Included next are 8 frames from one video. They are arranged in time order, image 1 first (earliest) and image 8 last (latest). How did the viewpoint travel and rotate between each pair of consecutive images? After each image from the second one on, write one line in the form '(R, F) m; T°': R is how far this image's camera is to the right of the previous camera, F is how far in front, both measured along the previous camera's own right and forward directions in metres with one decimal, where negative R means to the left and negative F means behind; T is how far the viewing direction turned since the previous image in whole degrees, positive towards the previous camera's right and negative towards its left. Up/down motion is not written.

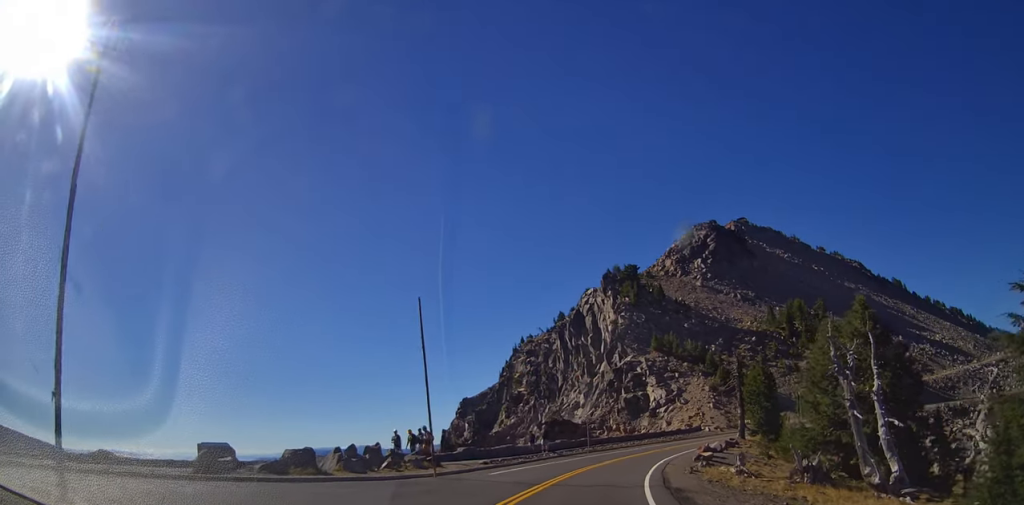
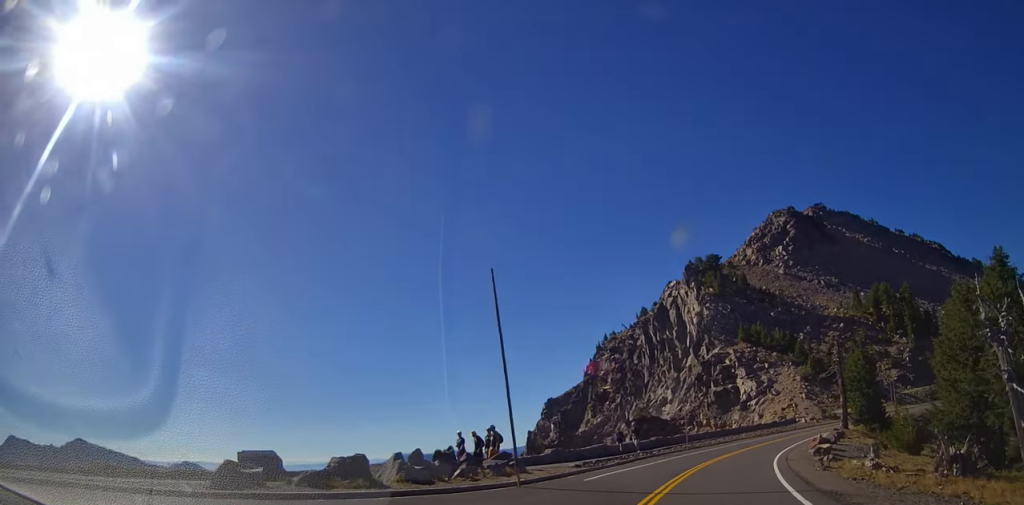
(+0.3, +4.2) m; -11°
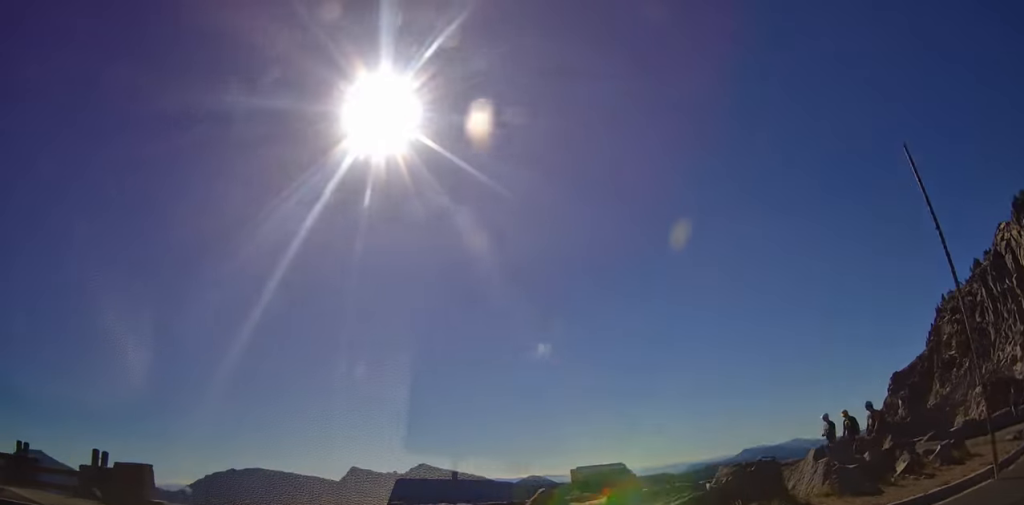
(-2.3, +5.2) m; -44°
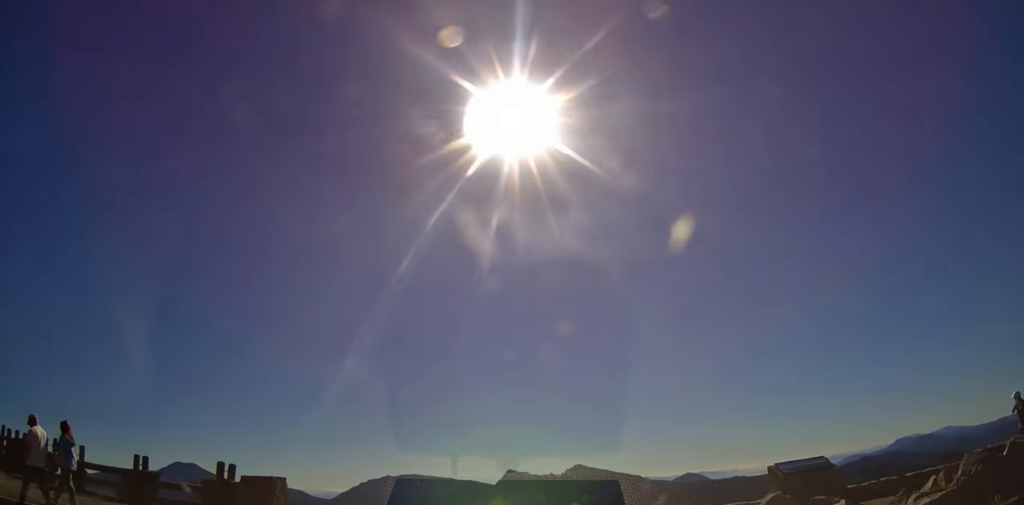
(0.0, +2.0) m; -13°
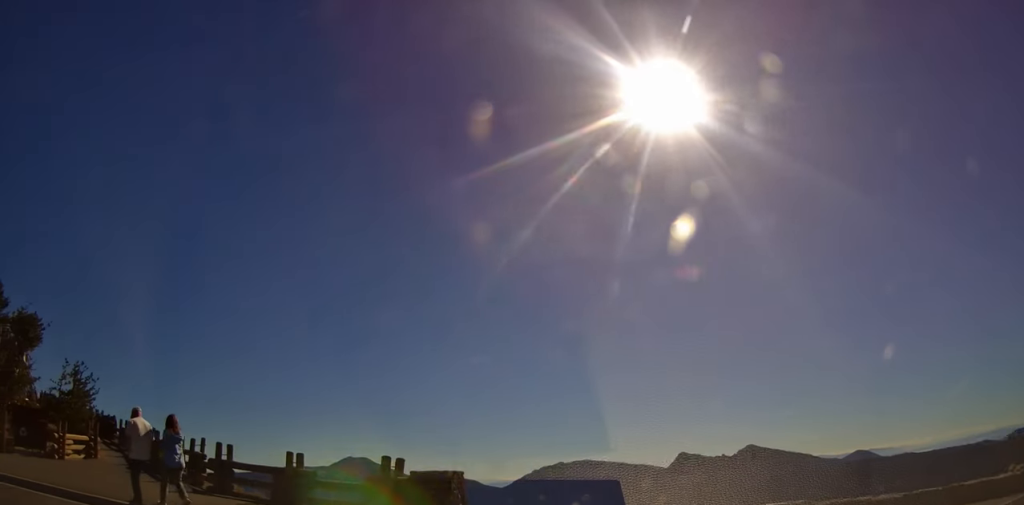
(-0.5, +2.1) m; -14°
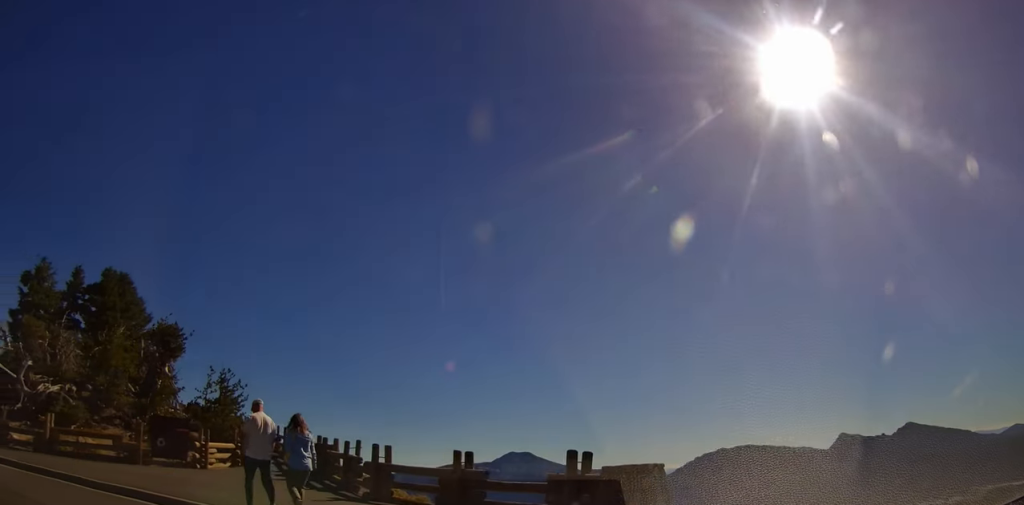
(-0.2, +1.8) m; -15°
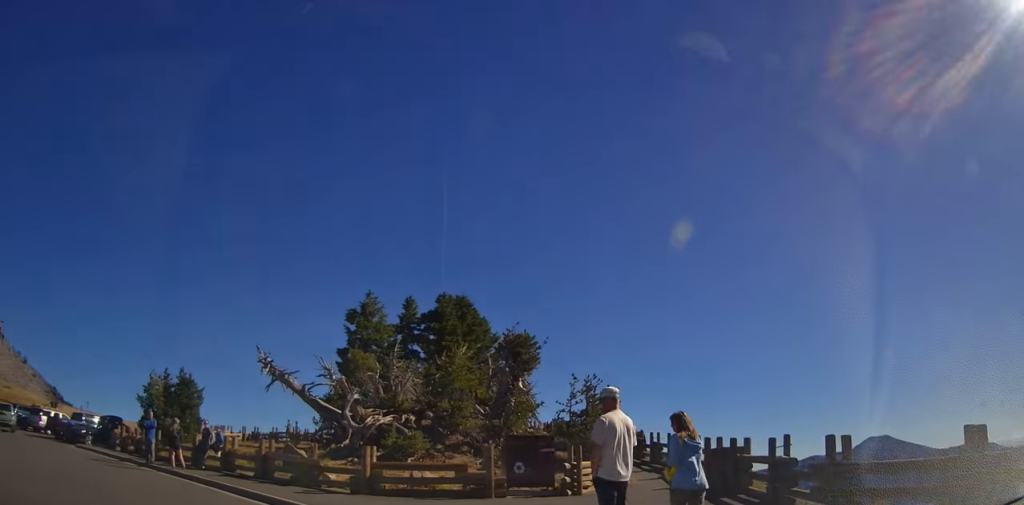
(-1.2, +3.8) m; -39°
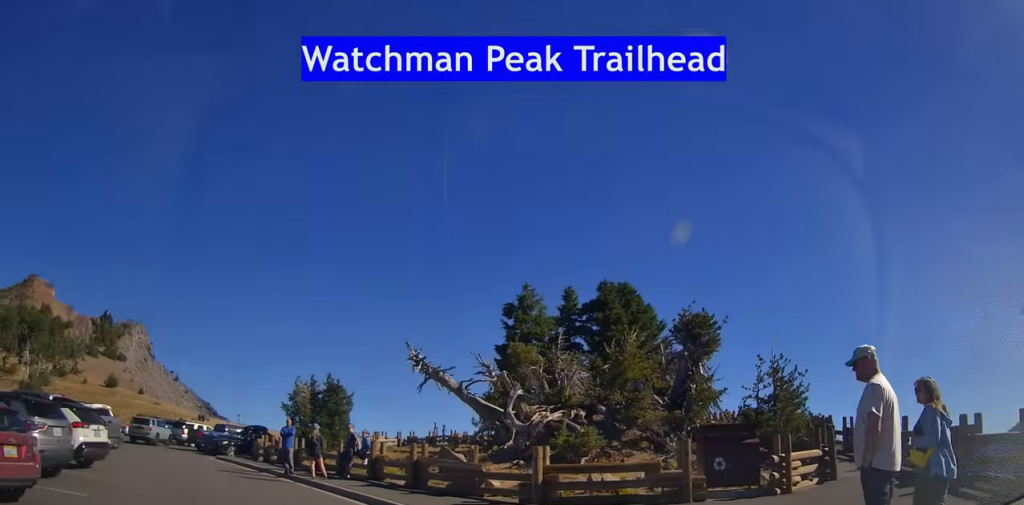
(-0.5, +2.4) m; -20°
